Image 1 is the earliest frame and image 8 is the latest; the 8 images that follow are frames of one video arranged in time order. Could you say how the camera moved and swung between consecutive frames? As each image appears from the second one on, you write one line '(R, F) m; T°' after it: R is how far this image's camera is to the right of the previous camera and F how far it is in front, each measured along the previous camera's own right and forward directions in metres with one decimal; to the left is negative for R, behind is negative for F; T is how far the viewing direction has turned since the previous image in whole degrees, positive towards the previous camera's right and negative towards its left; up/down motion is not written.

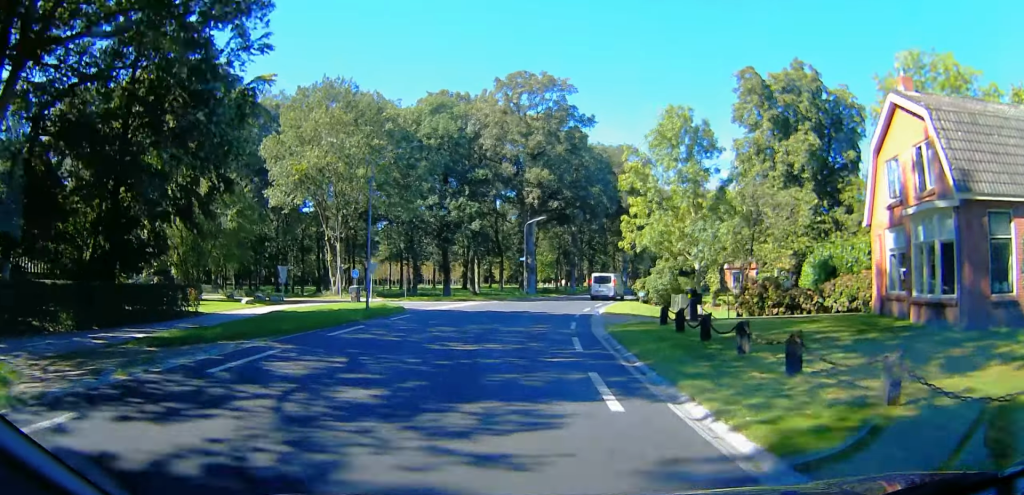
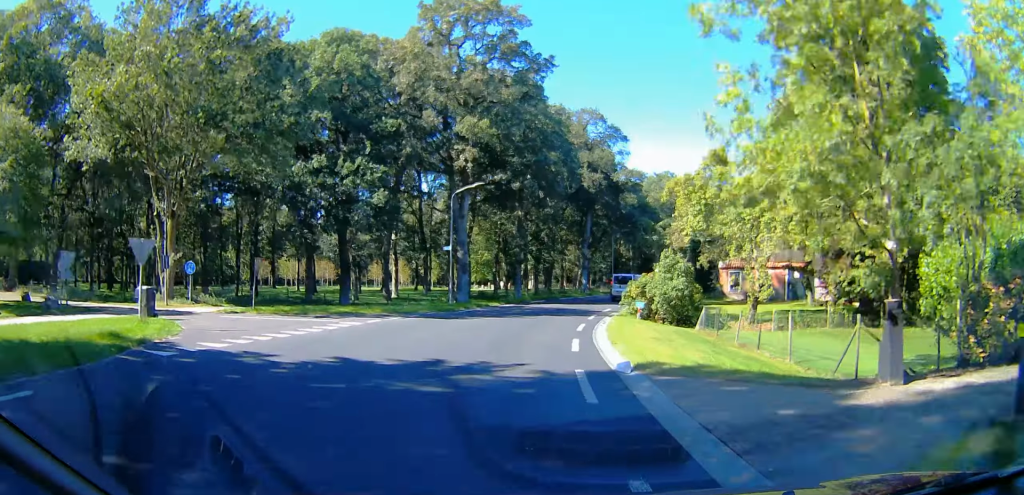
(+0.2, +17.7) m; +2°
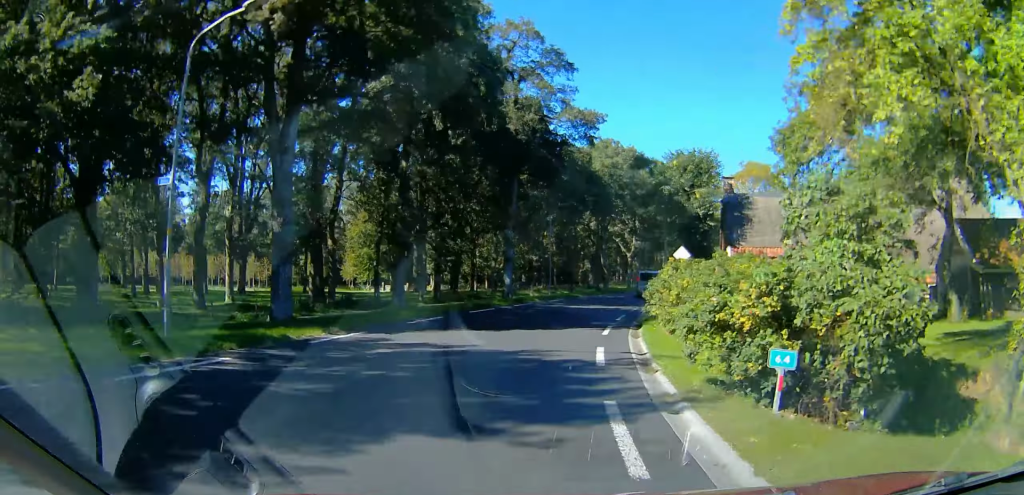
(+0.5, +21.5) m; +7°
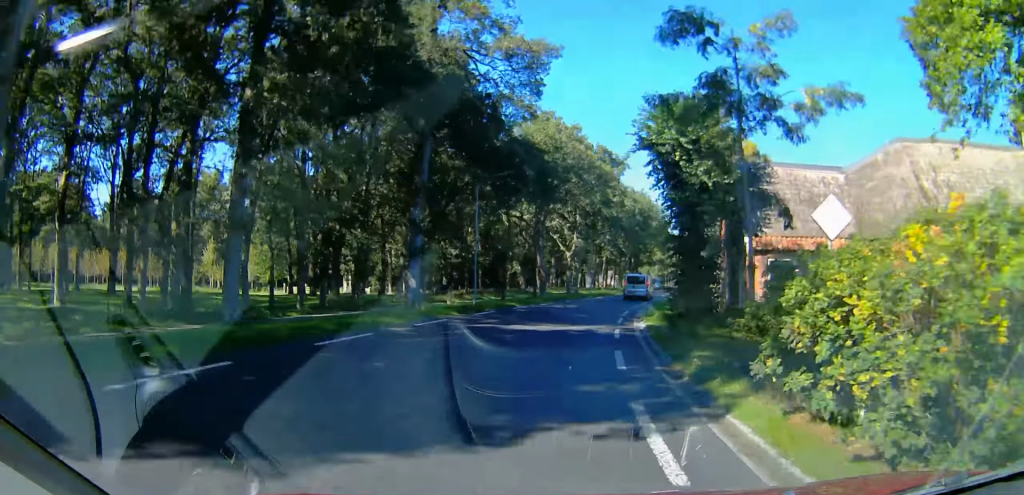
(+1.1, +12.4) m; +5°
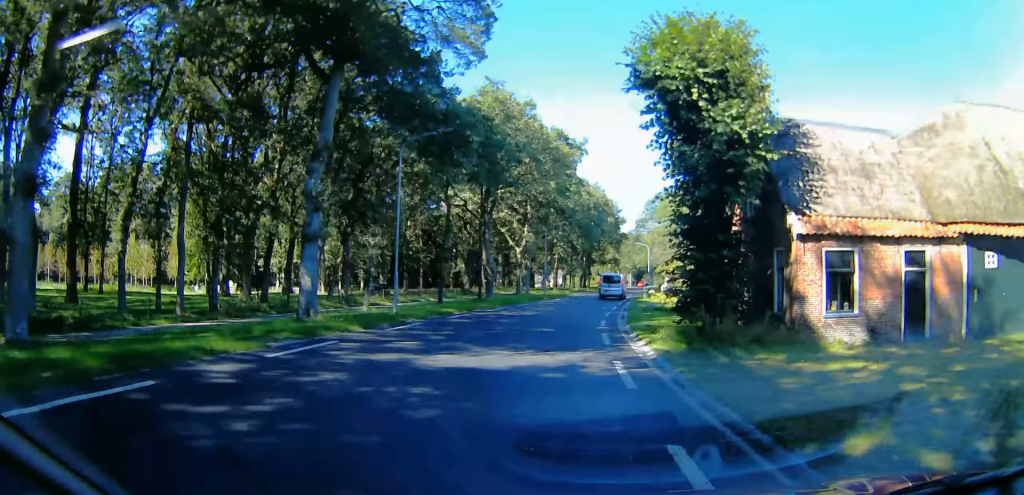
(+0.2, +7.8) m; +4°
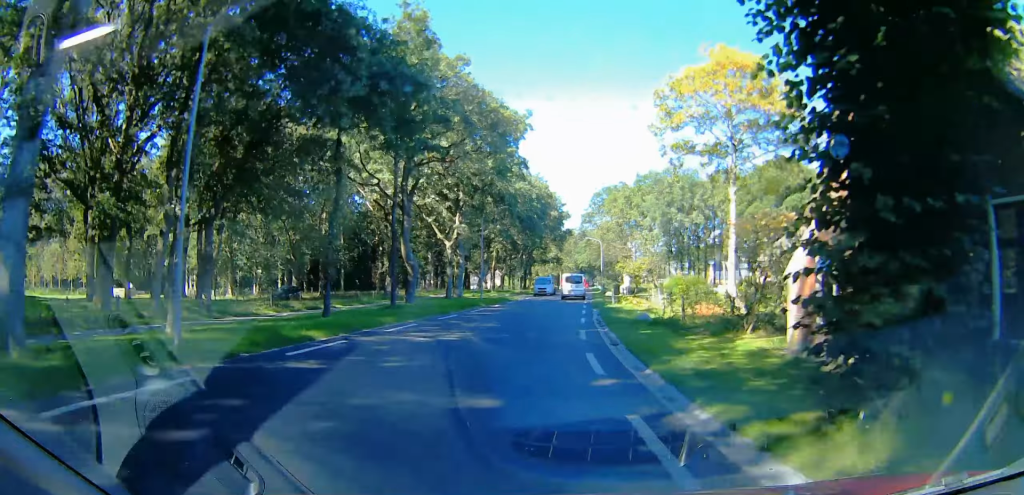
(-0.2, +10.7) m; +7°
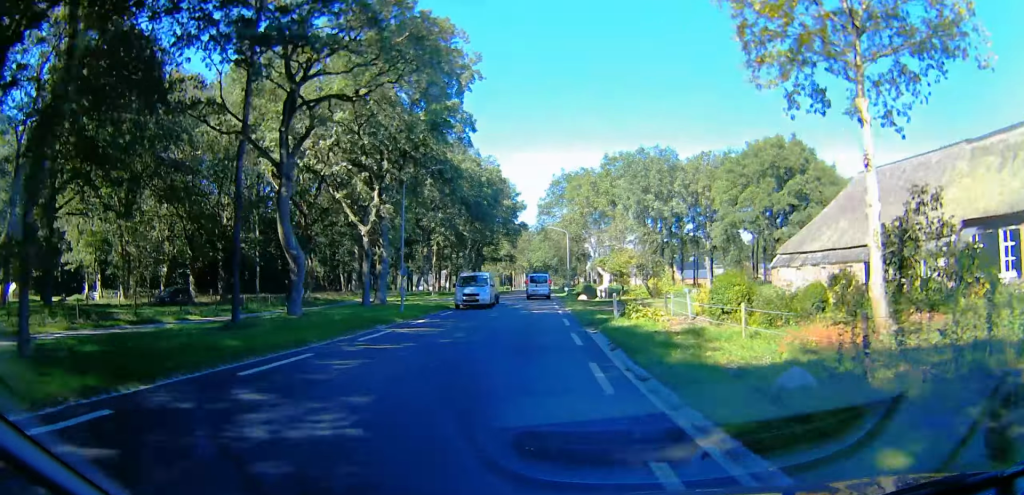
(+1.8, +13.6) m; +9°
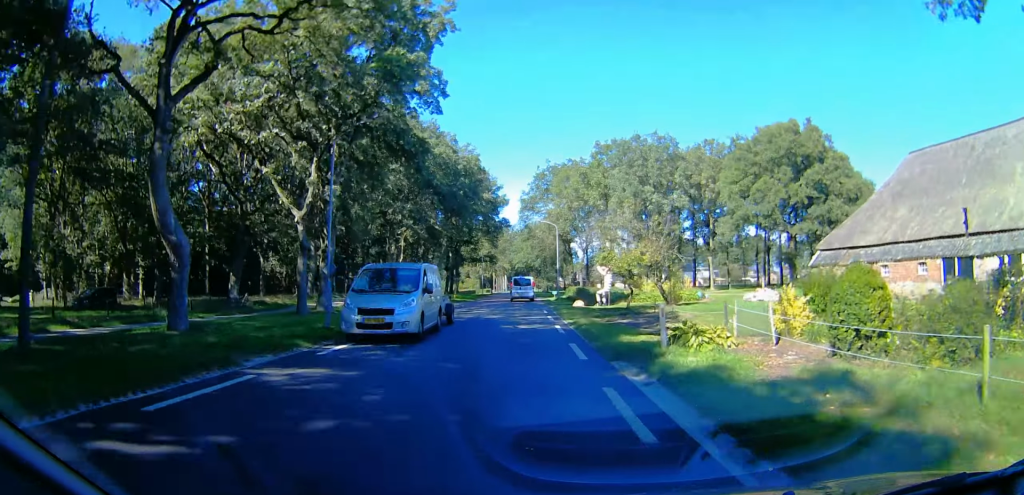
(+0.2, +8.3) m; +1°
